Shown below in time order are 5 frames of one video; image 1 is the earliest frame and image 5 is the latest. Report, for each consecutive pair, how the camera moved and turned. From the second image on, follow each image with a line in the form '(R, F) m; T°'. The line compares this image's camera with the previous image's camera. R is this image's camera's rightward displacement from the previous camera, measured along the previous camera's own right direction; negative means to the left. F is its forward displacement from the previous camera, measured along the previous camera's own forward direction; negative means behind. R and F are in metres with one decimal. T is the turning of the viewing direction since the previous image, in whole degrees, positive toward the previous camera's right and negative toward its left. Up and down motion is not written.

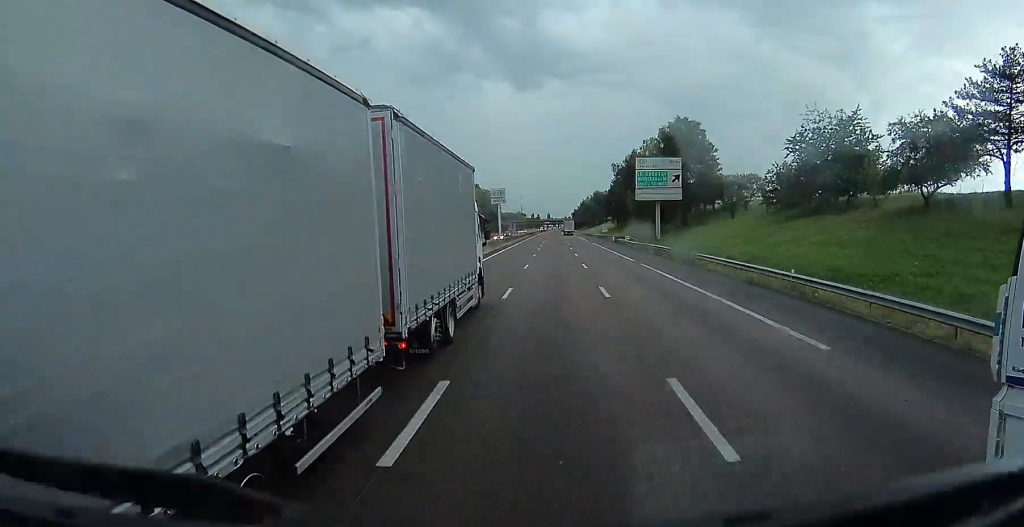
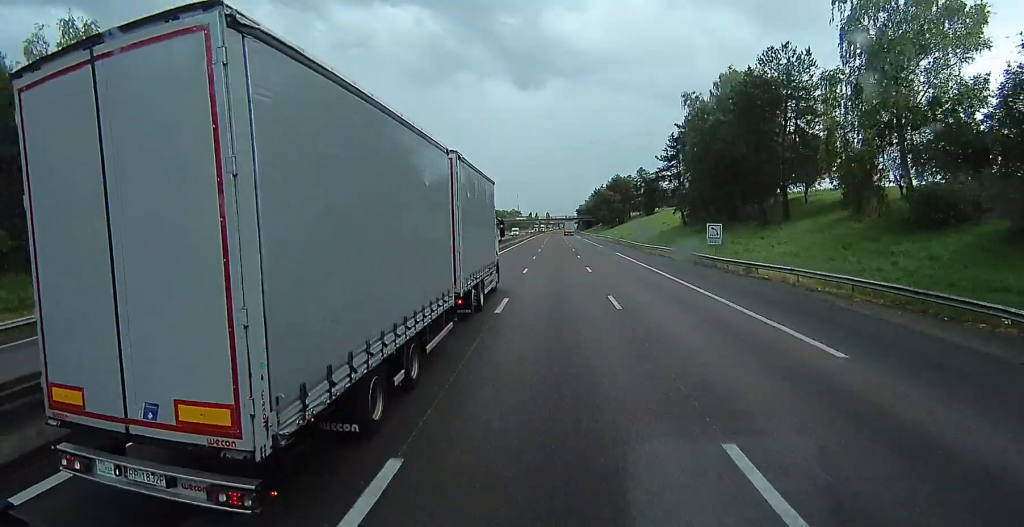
(-3.8, +80.8) m; -4°
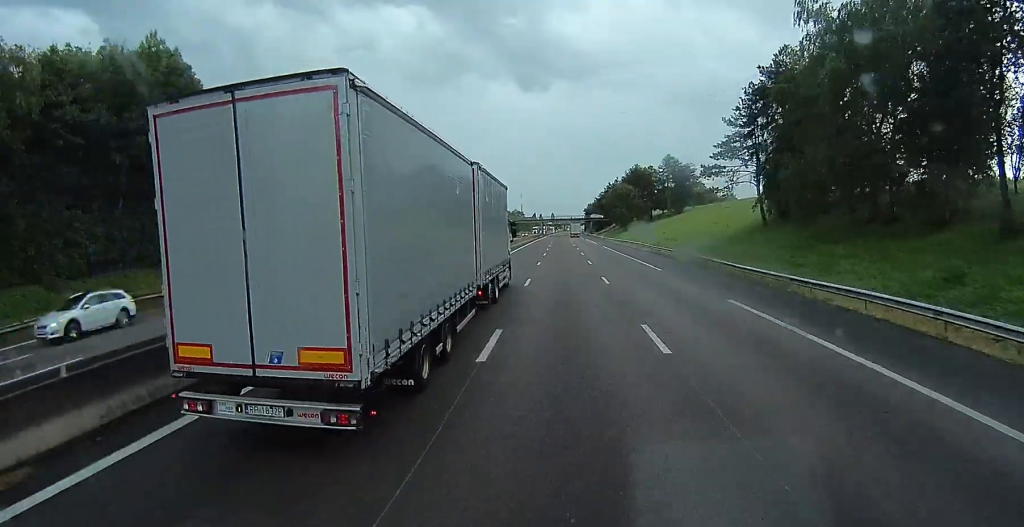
(+0.1, +32.2) m; +2°
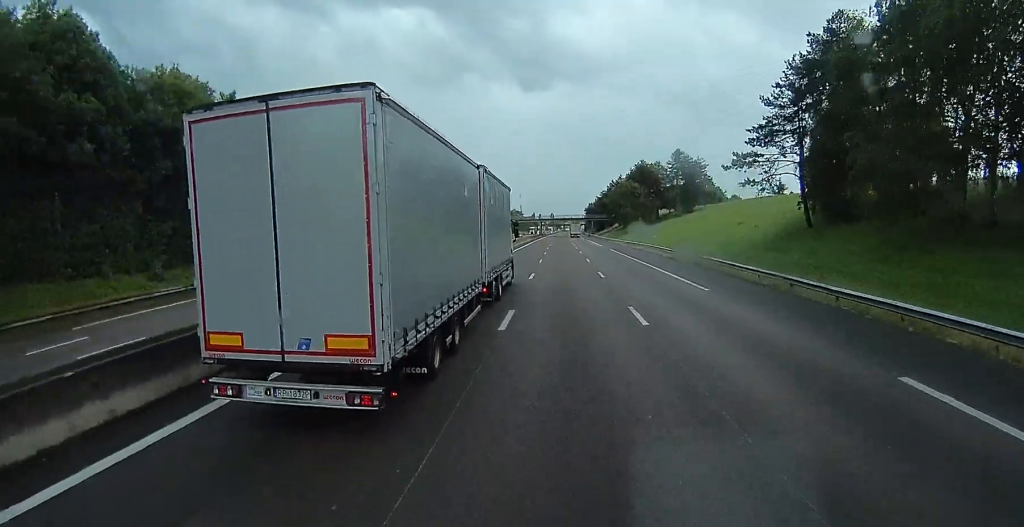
(+0.4, +10.3) m; 0°
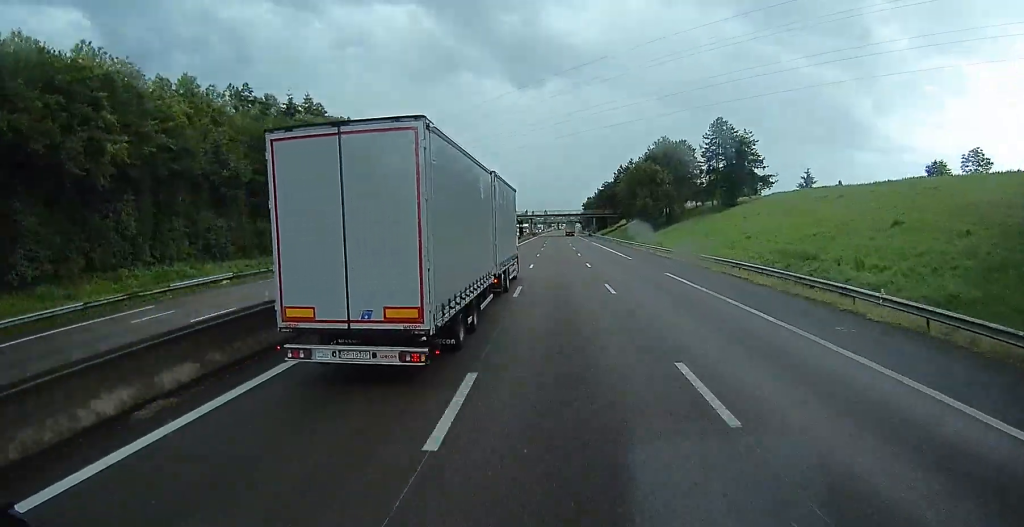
(-0.4, +33.9) m; 0°
